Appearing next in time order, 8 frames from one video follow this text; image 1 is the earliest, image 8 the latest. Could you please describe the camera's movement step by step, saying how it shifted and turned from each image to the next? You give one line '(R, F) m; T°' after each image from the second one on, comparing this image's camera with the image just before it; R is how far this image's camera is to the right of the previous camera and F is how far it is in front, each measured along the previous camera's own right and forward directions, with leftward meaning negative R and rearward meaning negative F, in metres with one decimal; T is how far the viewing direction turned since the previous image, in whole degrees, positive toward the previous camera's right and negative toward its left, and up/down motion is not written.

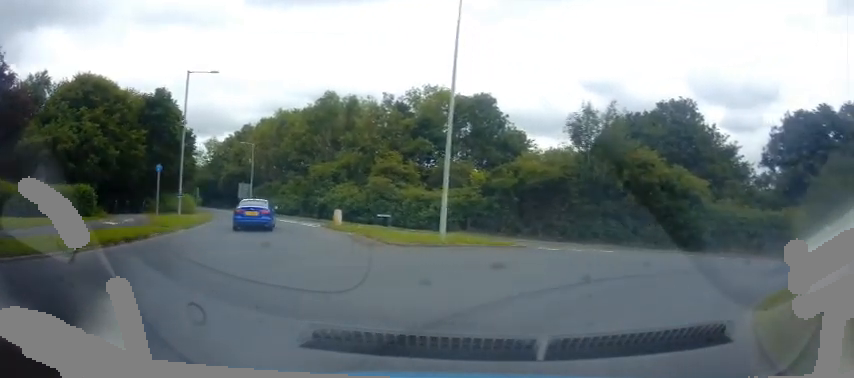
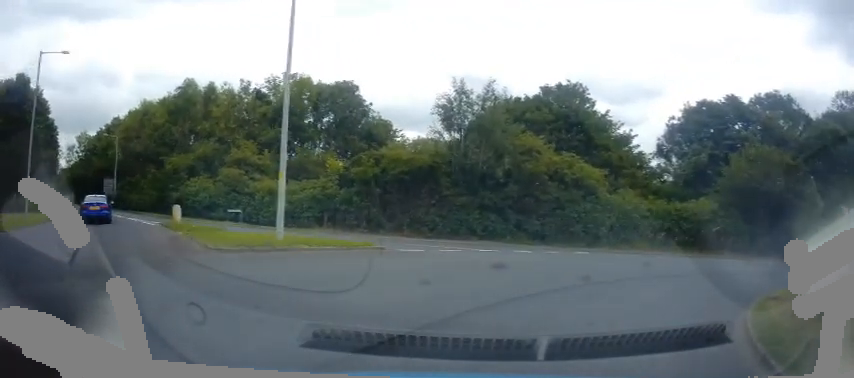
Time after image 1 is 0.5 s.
(+0.8, +3.3) m; +13°
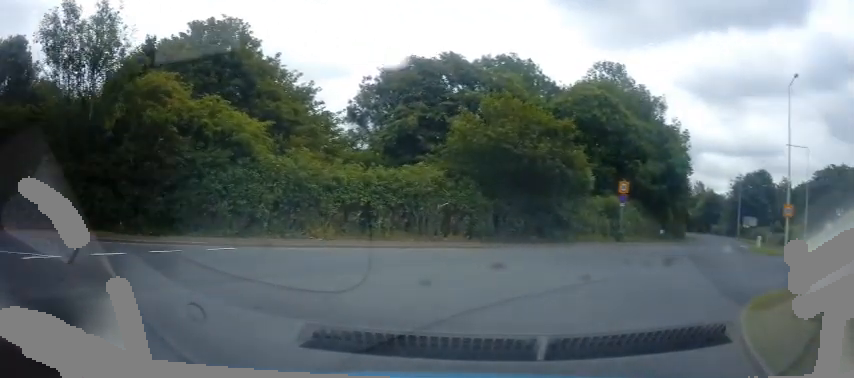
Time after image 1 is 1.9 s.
(+2.2, +8.7) m; +33°
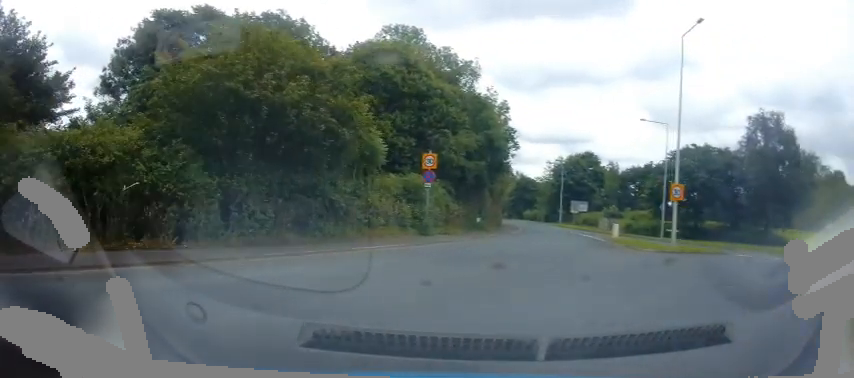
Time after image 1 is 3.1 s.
(+2.1, +8.7) m; +20°
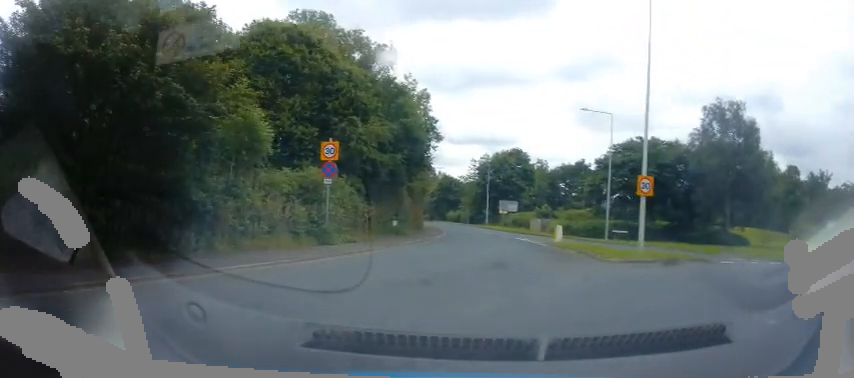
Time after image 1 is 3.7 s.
(+0.4, +4.7) m; +4°
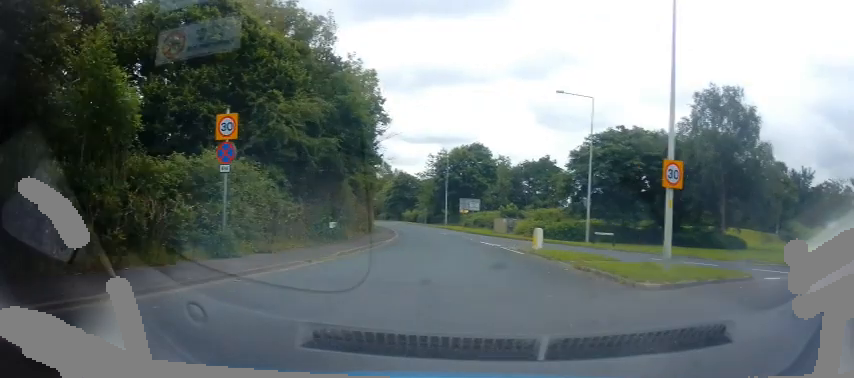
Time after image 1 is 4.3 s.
(+0.2, +5.3) m; +3°
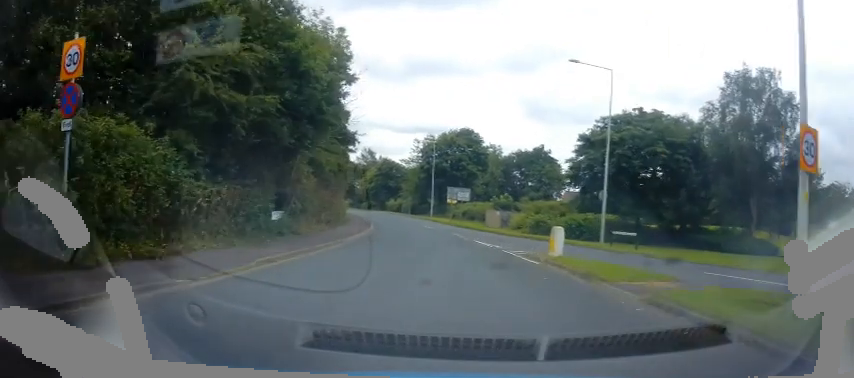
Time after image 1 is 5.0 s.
(+0.1, +5.9) m; +1°
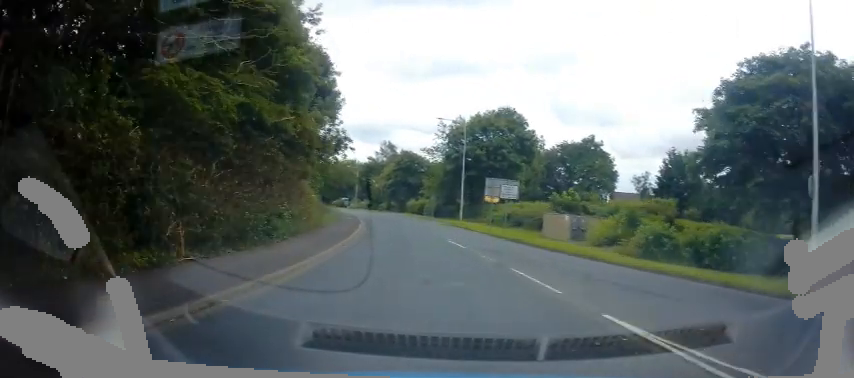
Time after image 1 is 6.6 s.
(-0.7, +15.5) m; -5°
